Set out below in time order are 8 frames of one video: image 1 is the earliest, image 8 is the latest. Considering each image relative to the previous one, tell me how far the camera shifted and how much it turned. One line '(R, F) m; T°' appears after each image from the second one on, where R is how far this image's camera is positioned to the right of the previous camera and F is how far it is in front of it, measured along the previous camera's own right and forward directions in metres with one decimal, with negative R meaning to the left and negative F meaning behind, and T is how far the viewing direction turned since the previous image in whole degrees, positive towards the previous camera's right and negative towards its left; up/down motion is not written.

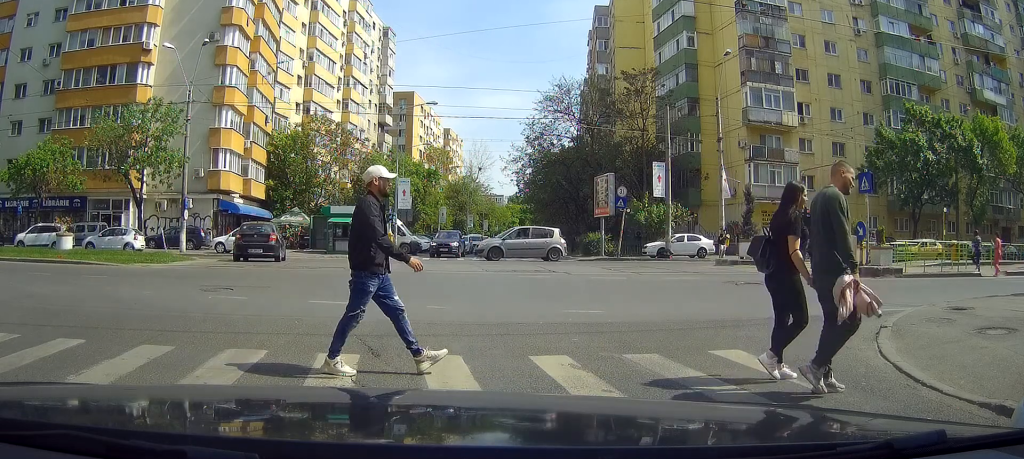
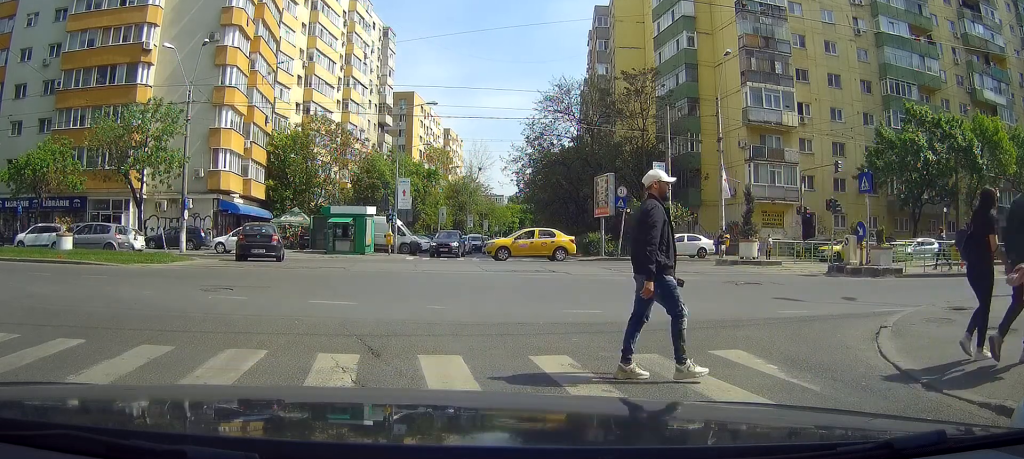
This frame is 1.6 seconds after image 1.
(0.0, 0.0) m; 0°
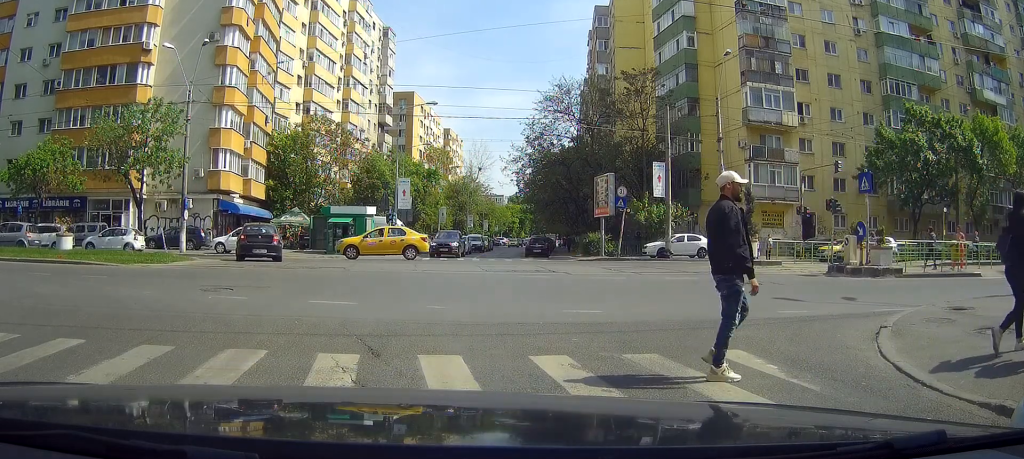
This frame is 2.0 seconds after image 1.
(0.0, 0.0) m; 0°
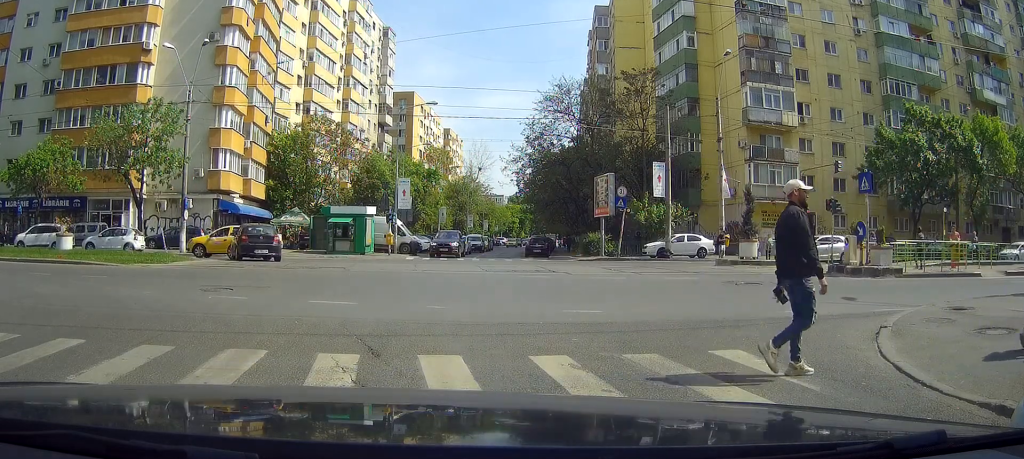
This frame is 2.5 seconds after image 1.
(0.0, 0.0) m; 0°
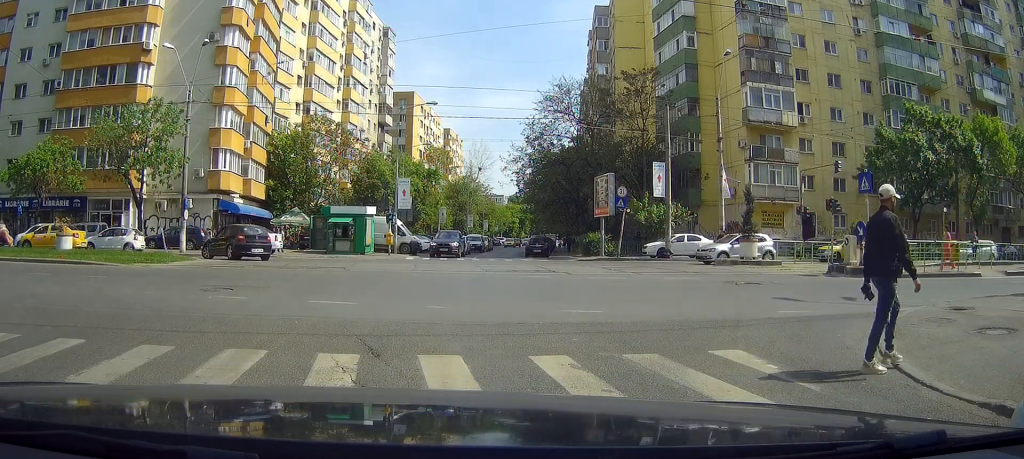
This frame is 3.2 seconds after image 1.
(0.0, 0.0) m; 0°
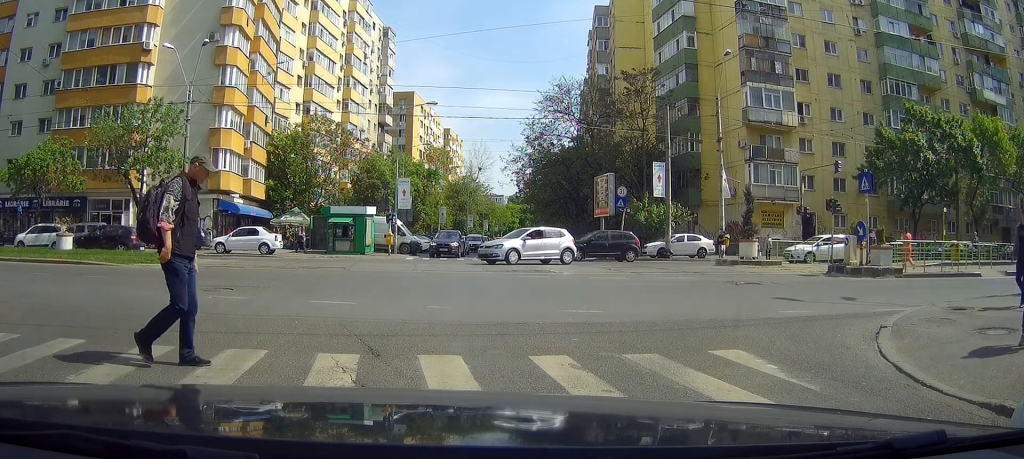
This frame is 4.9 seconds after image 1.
(0.0, 0.0) m; 0°
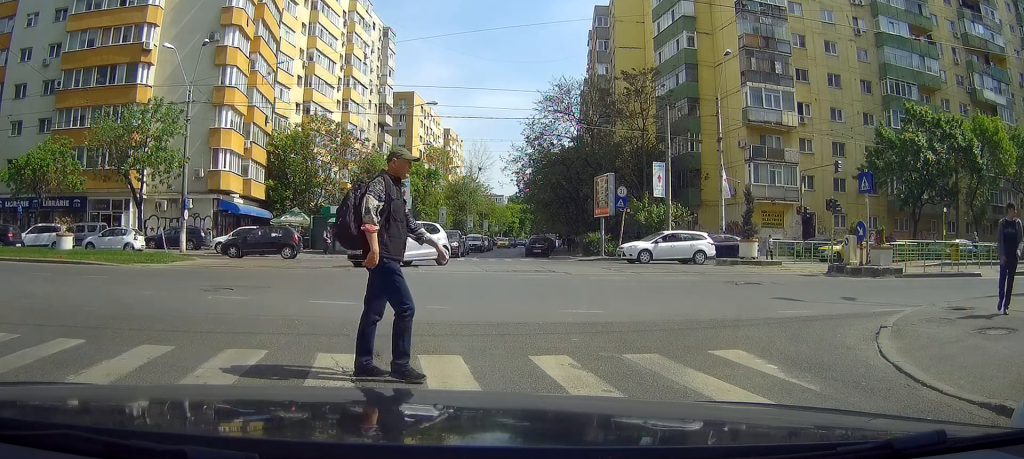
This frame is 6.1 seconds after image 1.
(0.0, 0.0) m; 0°
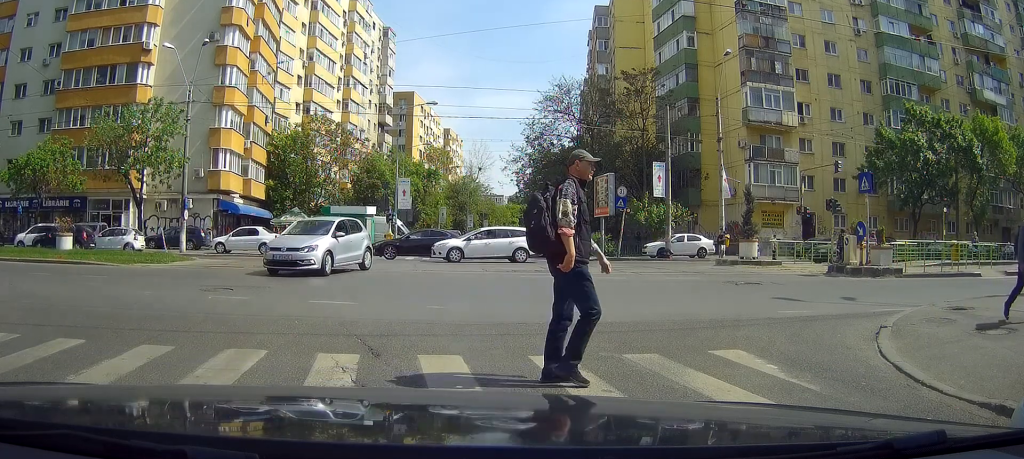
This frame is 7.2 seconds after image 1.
(0.0, 0.0) m; 0°
